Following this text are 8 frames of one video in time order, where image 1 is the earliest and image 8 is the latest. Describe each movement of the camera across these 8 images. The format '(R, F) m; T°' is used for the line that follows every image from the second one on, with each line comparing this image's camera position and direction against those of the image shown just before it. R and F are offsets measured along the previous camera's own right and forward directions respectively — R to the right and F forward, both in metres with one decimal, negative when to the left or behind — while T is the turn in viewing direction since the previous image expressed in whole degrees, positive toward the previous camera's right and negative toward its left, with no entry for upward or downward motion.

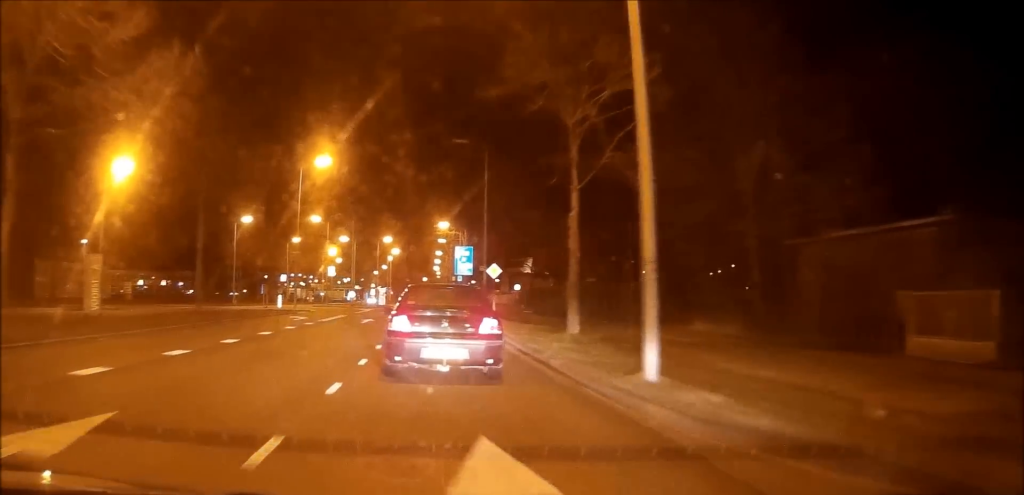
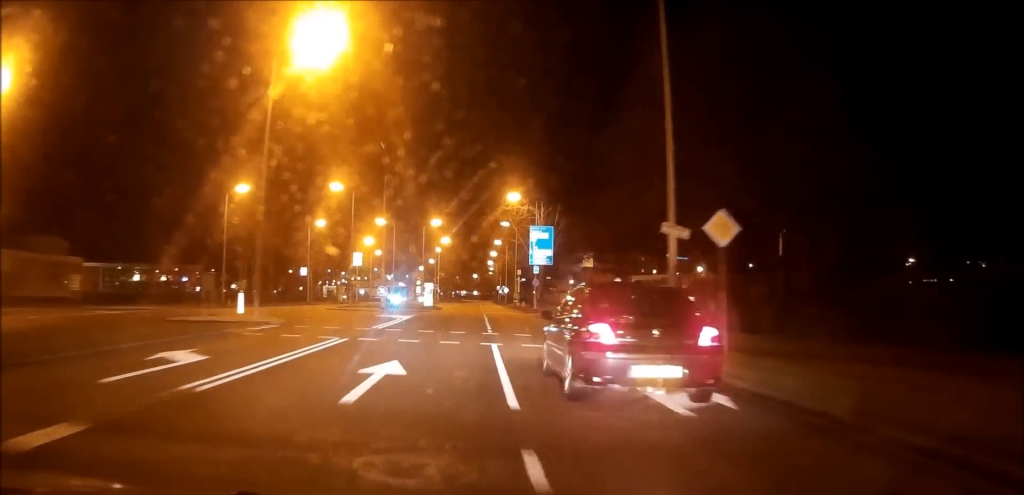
(-0.5, +25.2) m; -1°
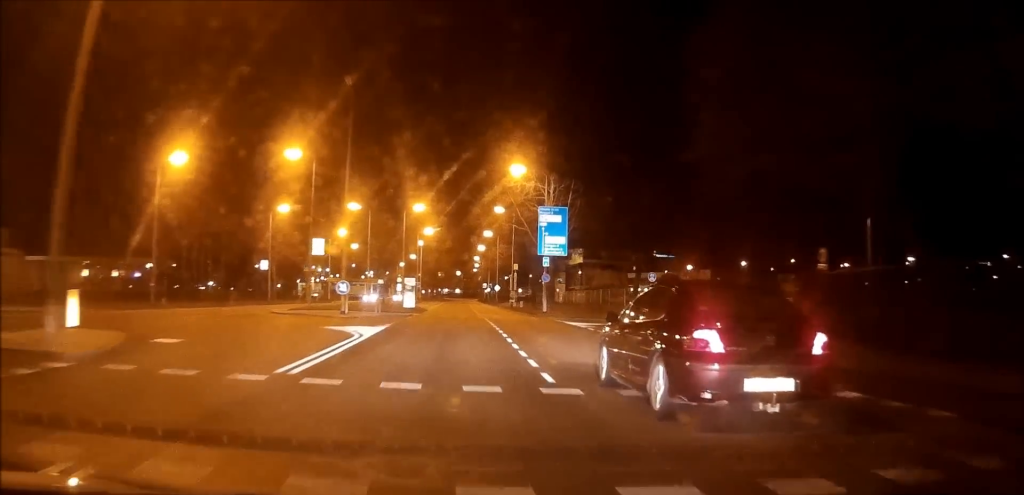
(0.0, +13.3) m; +2°
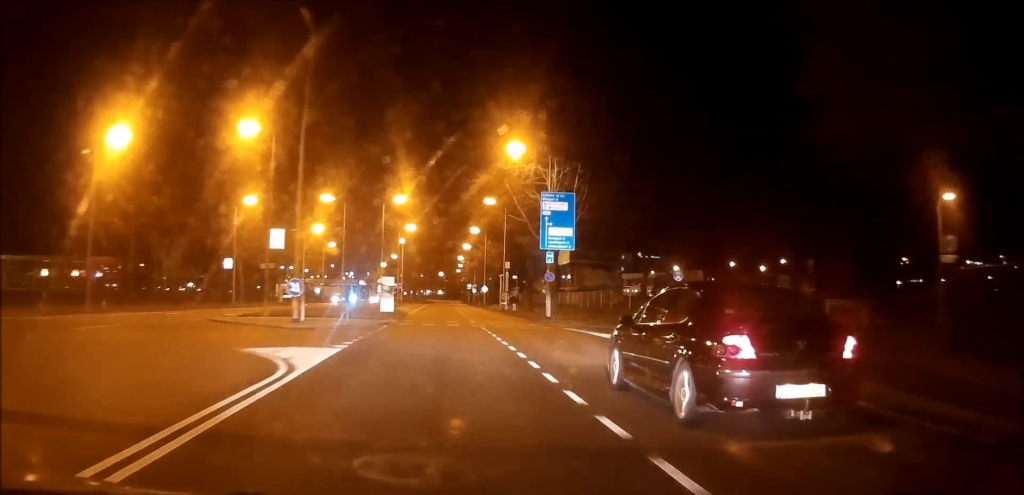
(+0.1, +8.1) m; +1°
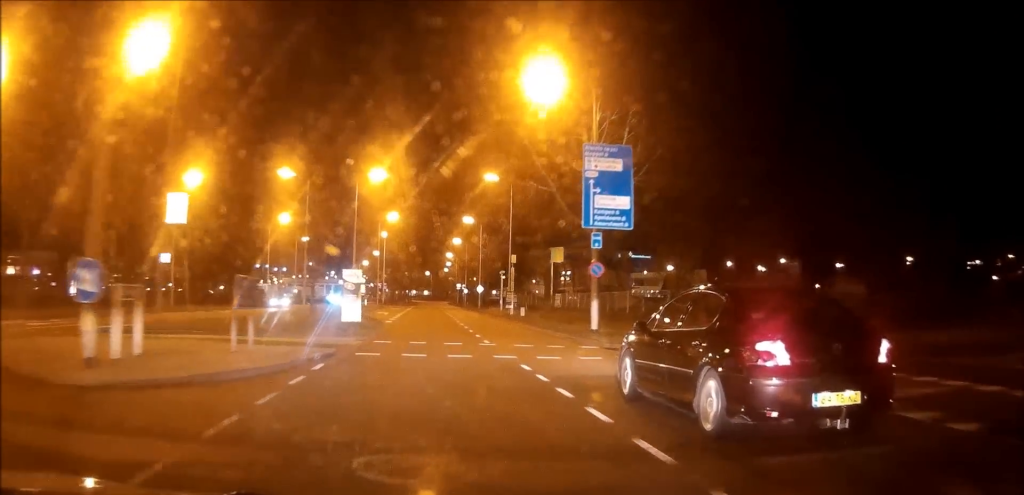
(+0.4, +14.5) m; +2°
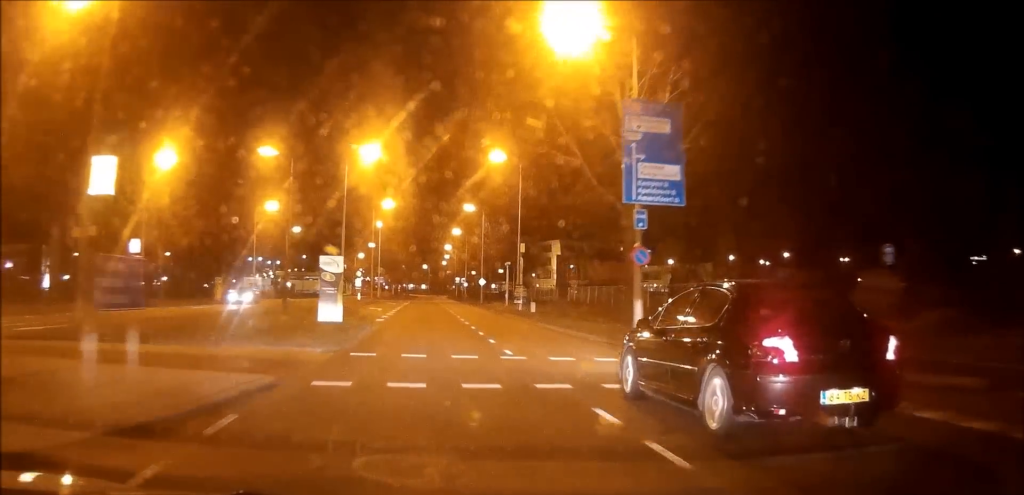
(0.0, +6.2) m; +1°
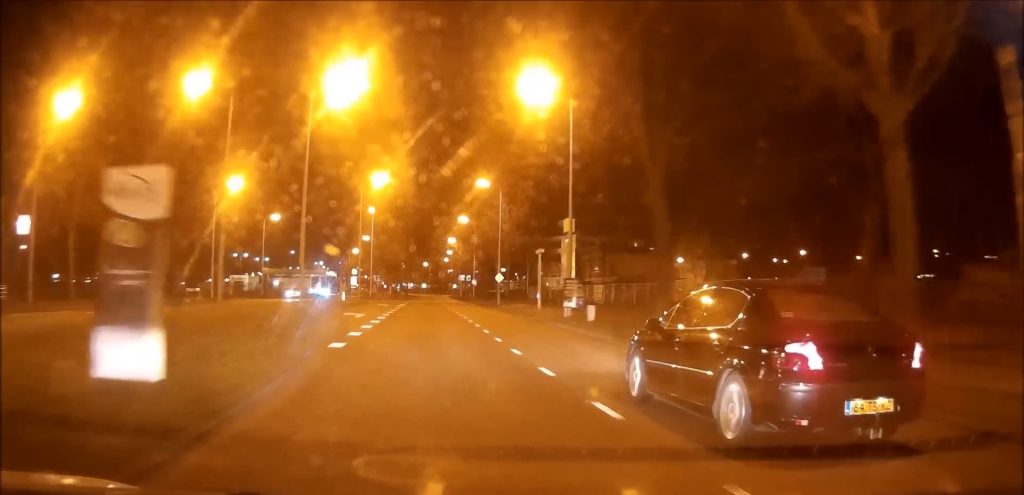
(+0.1, +16.6) m; -1°
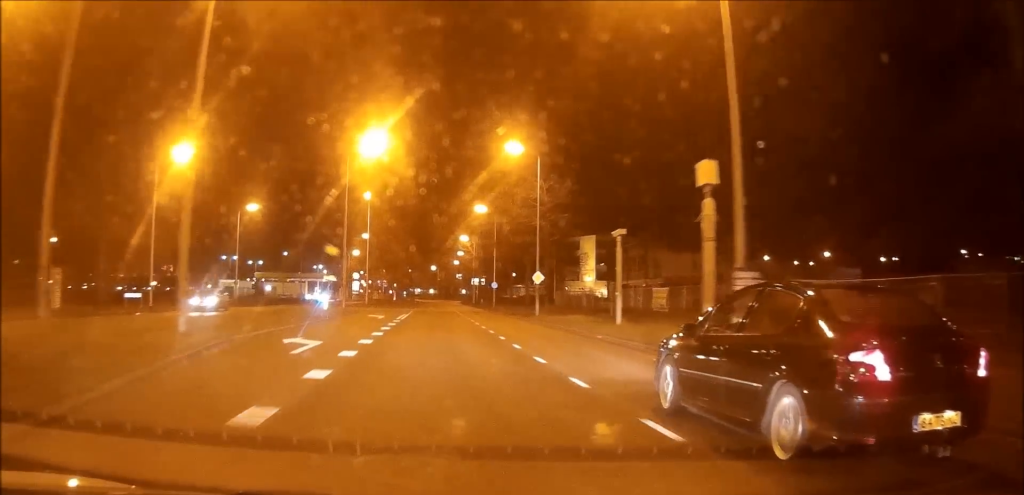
(-0.2, +17.2) m; 0°
